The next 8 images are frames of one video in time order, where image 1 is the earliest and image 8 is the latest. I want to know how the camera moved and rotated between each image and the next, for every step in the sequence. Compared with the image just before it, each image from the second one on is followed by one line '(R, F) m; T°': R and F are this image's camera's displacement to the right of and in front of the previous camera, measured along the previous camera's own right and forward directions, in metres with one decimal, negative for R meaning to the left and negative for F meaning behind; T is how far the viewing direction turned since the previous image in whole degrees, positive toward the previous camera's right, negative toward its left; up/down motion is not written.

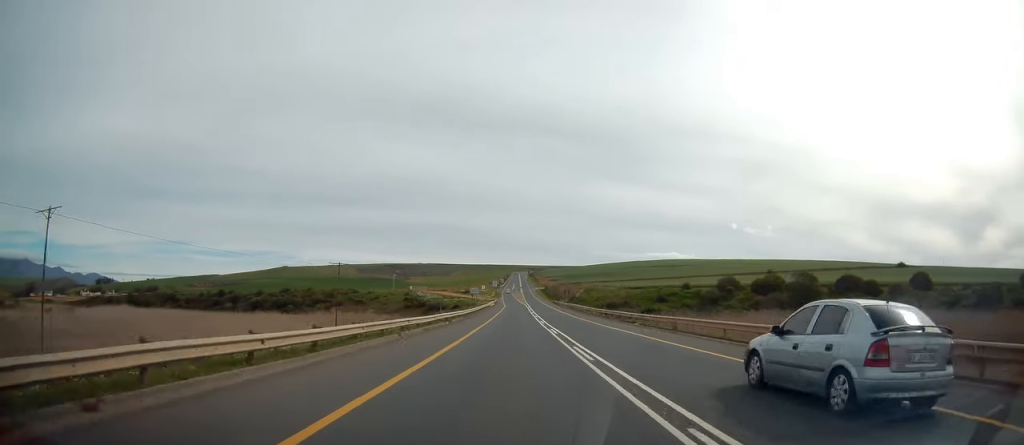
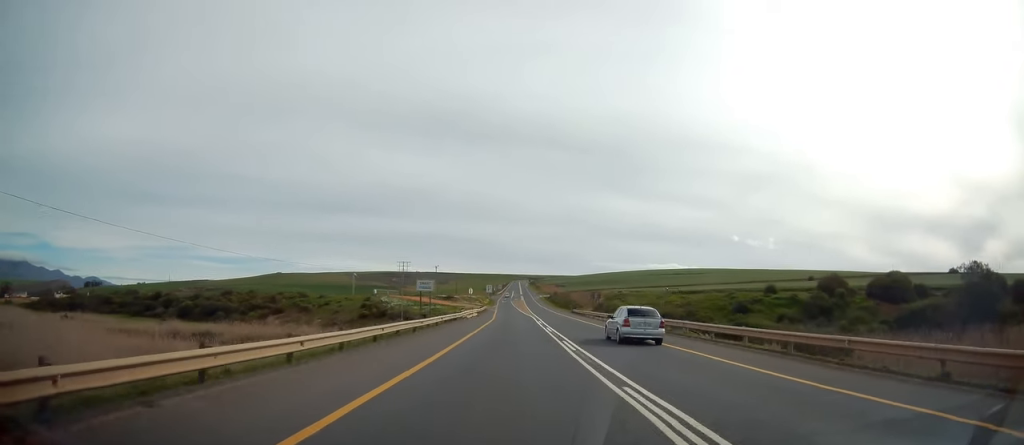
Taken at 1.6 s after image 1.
(-0.2, +44.5) m; 0°
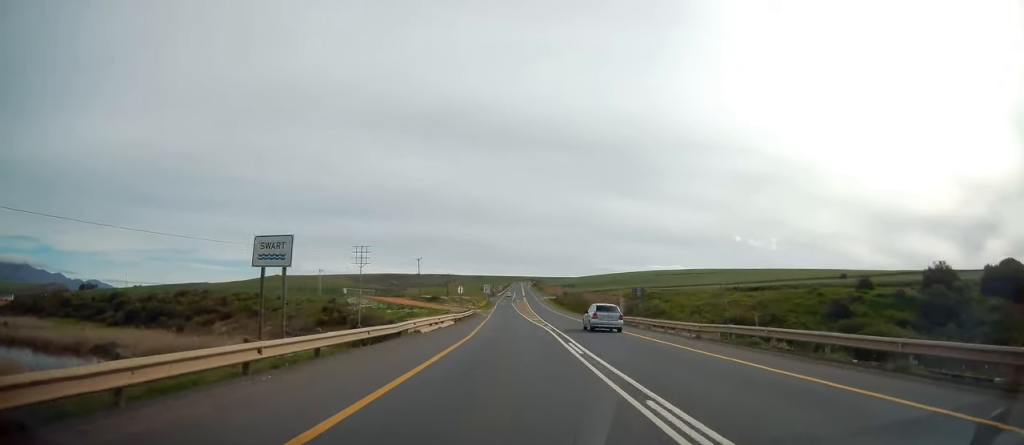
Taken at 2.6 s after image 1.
(0.0, +25.3) m; 0°
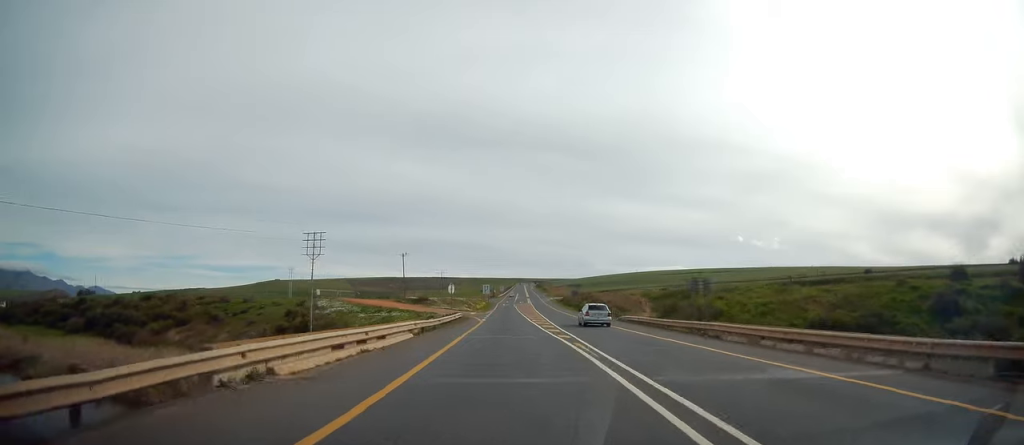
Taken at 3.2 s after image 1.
(+0.2, +16.2) m; 0°
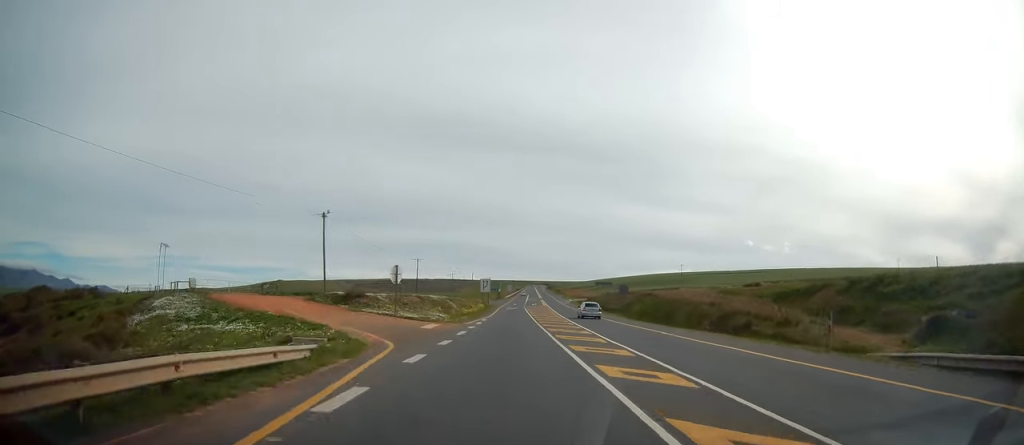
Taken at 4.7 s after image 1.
(-0.6, +40.6) m; -1°
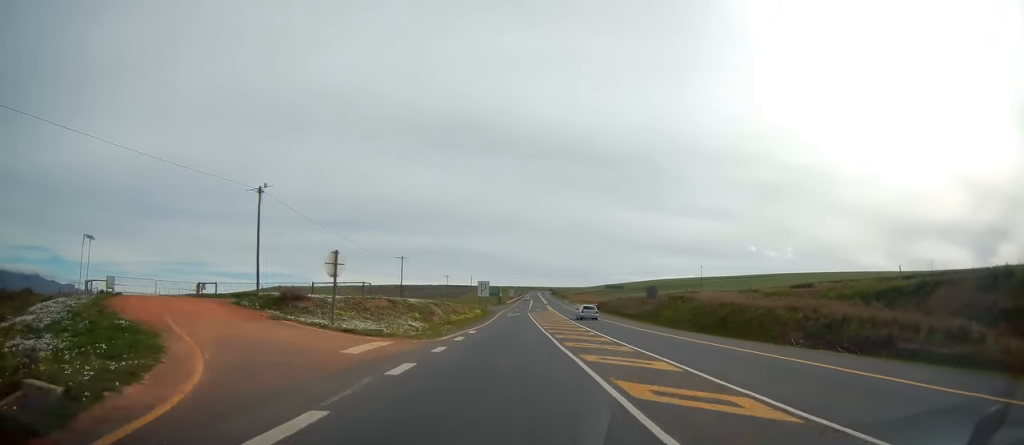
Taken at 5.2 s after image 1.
(0.0, +13.5) m; 0°
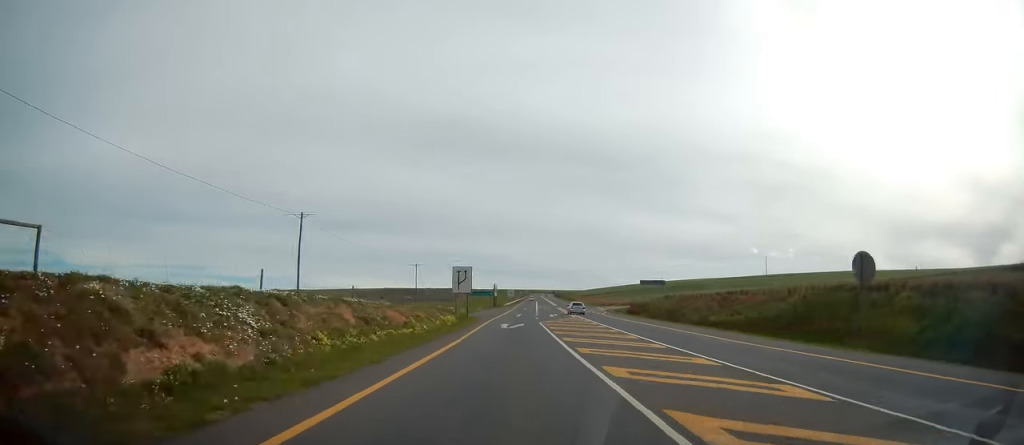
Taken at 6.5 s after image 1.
(-0.2, +35.0) m; 0°
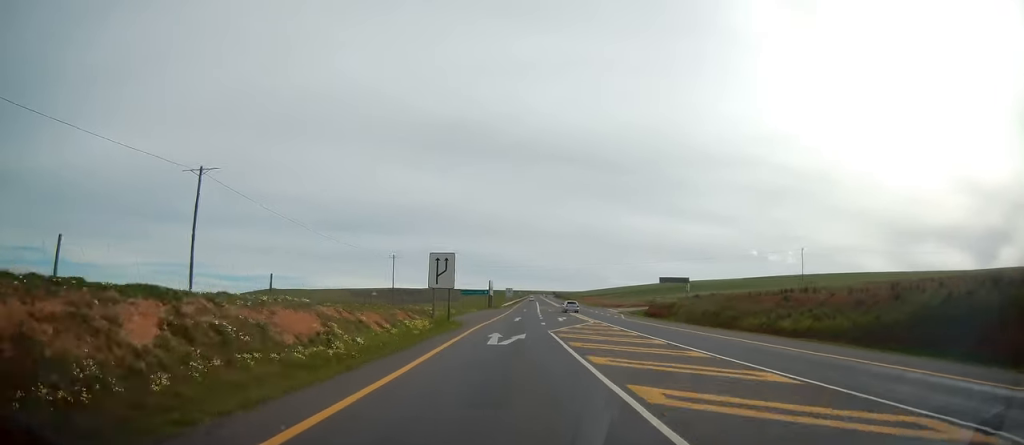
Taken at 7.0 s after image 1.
(+0.1, +13.4) m; 0°
